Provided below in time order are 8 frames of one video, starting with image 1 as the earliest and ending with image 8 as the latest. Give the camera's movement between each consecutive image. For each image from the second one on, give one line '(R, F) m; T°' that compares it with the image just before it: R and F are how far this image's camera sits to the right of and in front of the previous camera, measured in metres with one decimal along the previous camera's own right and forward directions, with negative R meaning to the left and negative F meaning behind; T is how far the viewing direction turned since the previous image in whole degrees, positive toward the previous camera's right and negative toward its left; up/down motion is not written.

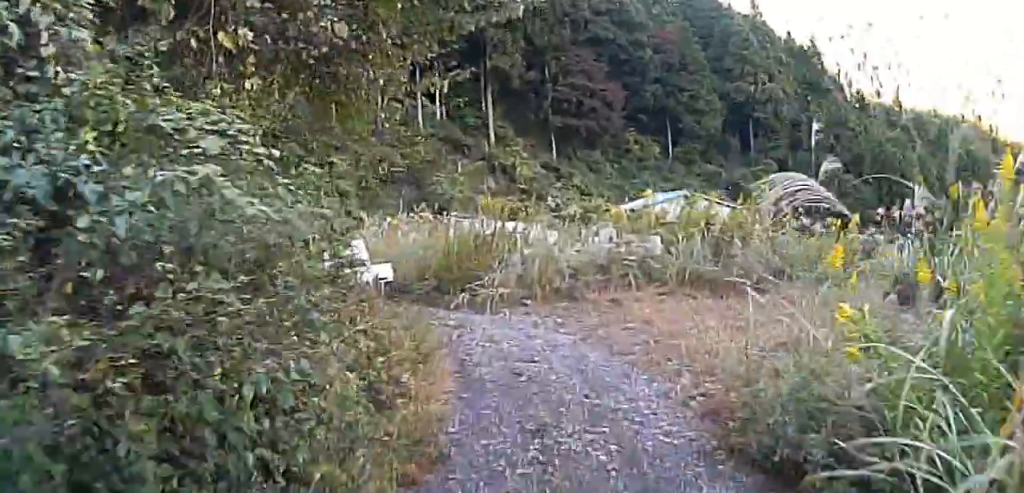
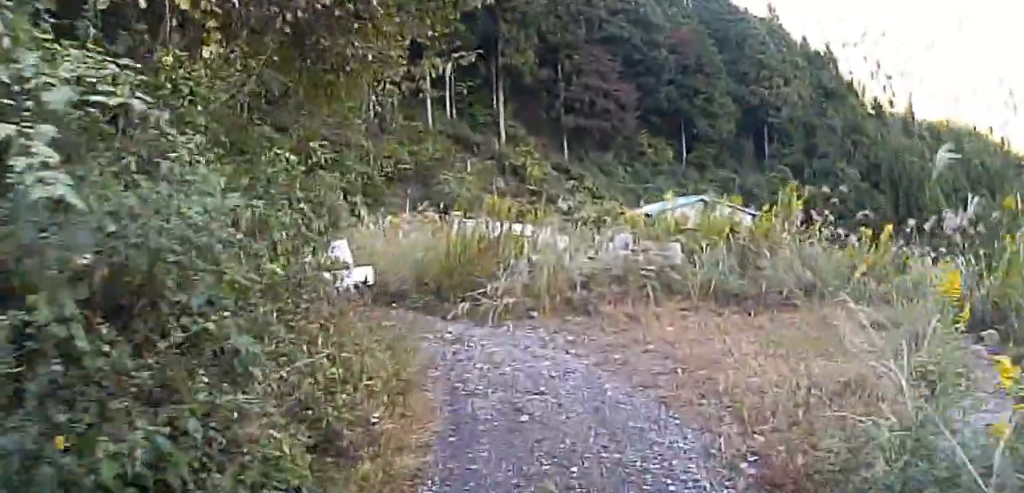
(+0.1, +1.4) m; -3°
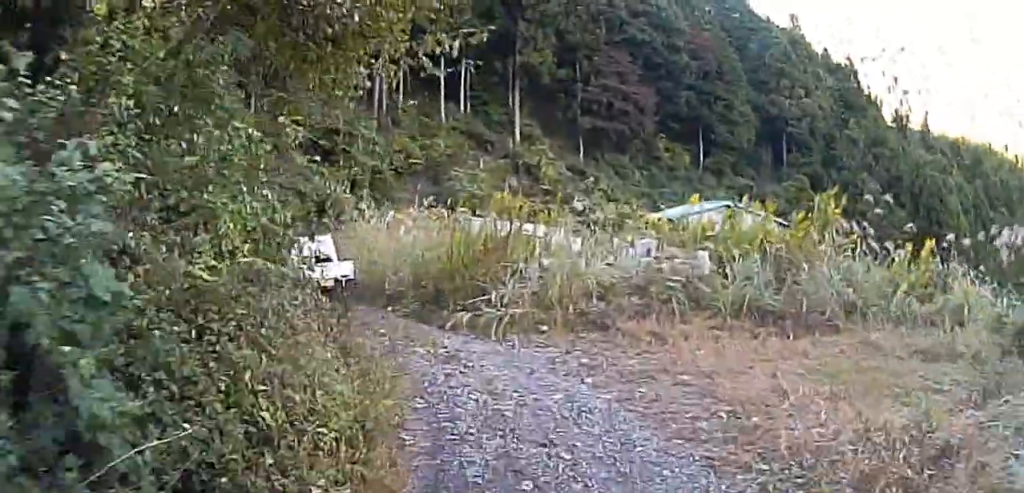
(+0.1, +1.6) m; -4°
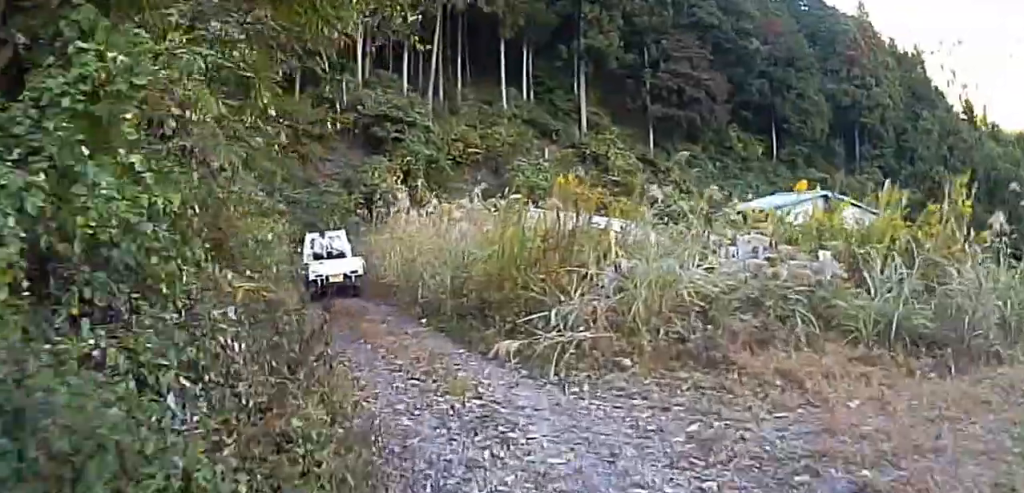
(-0.5, +3.4) m; -8°
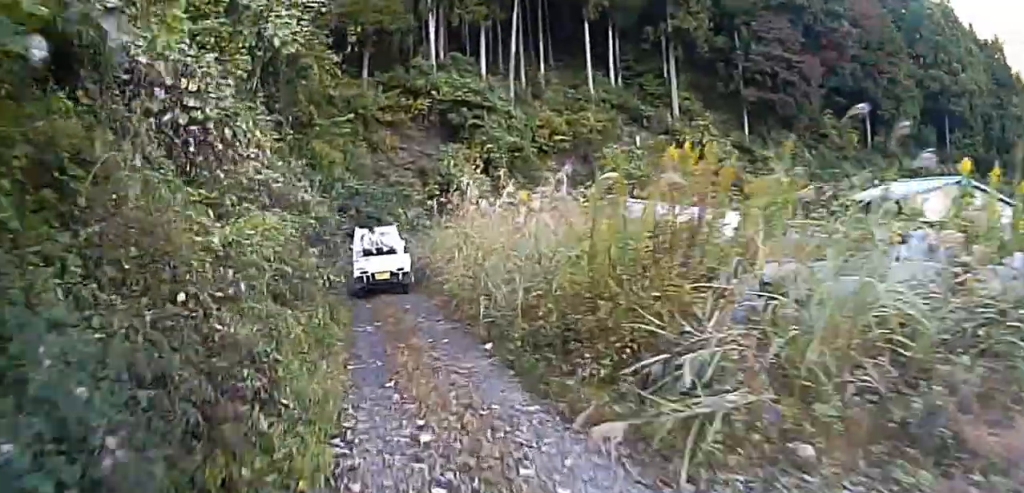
(-0.1, +3.4) m; +8°
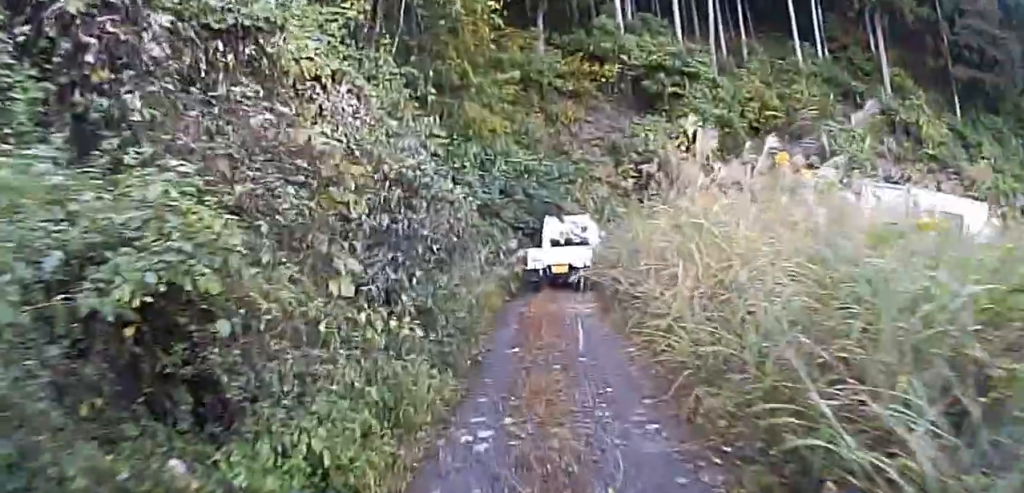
(+0.1, +6.2) m; -10°
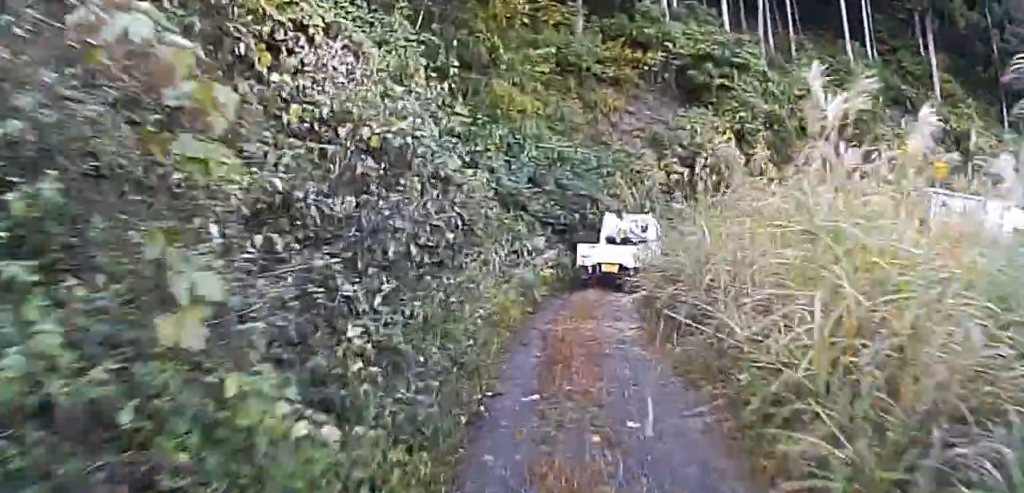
(-0.2, +2.4) m; -4°
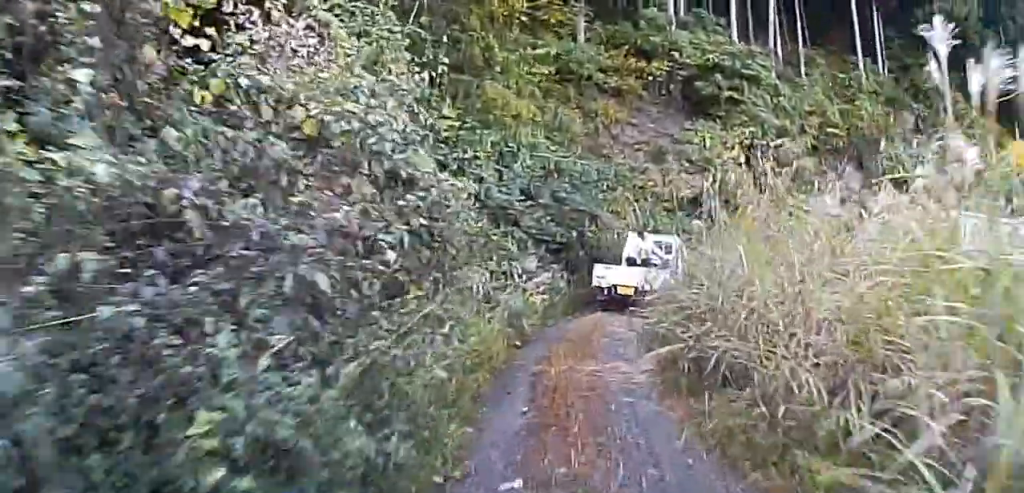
(0.0, +1.7) m; -1°
